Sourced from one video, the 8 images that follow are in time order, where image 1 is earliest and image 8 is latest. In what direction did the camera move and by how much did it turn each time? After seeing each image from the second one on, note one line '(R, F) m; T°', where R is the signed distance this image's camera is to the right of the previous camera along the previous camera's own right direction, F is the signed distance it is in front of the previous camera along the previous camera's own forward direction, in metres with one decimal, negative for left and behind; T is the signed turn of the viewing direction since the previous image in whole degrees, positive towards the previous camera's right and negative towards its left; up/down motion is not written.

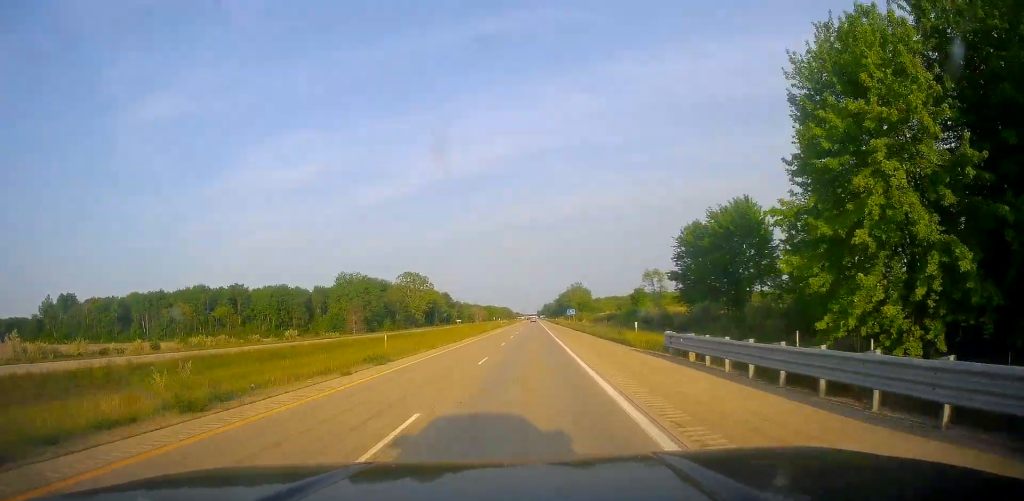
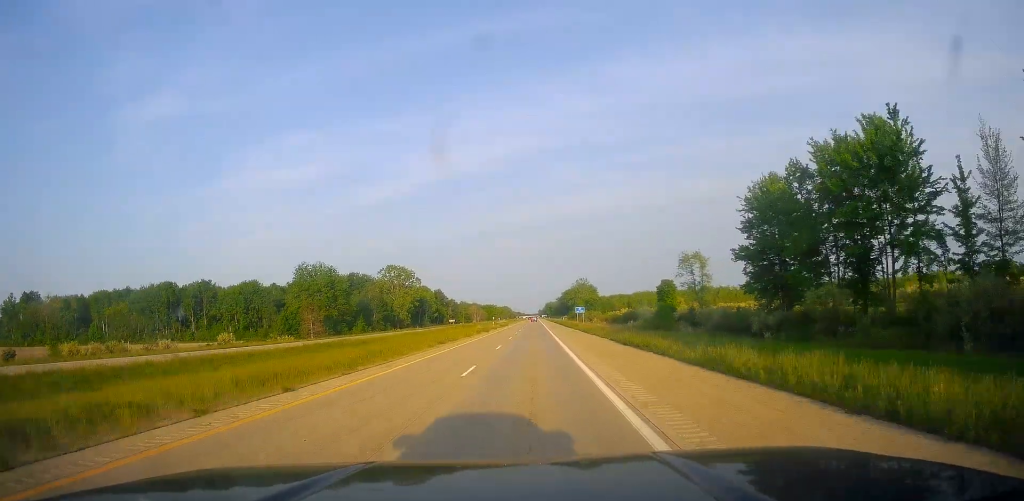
(-0.7, +34.8) m; -1°
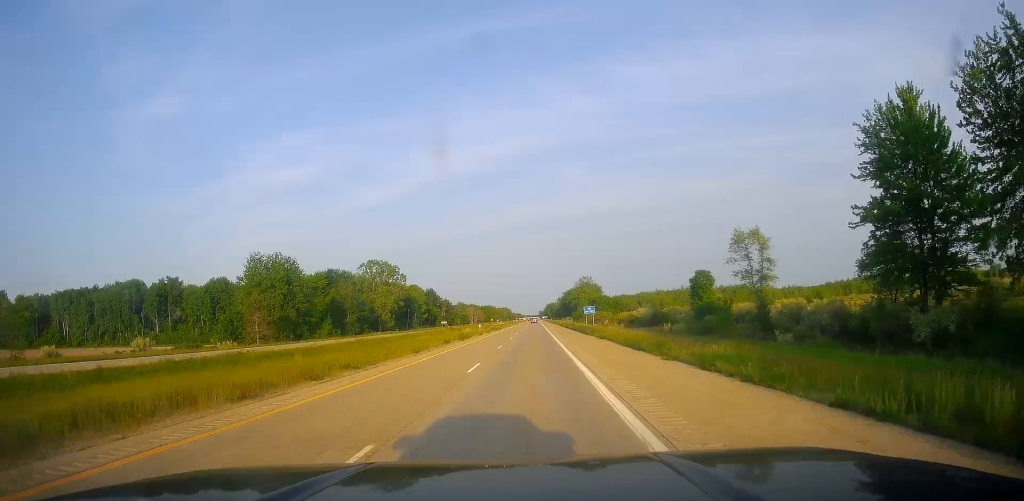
(+0.1, +28.7) m; 0°
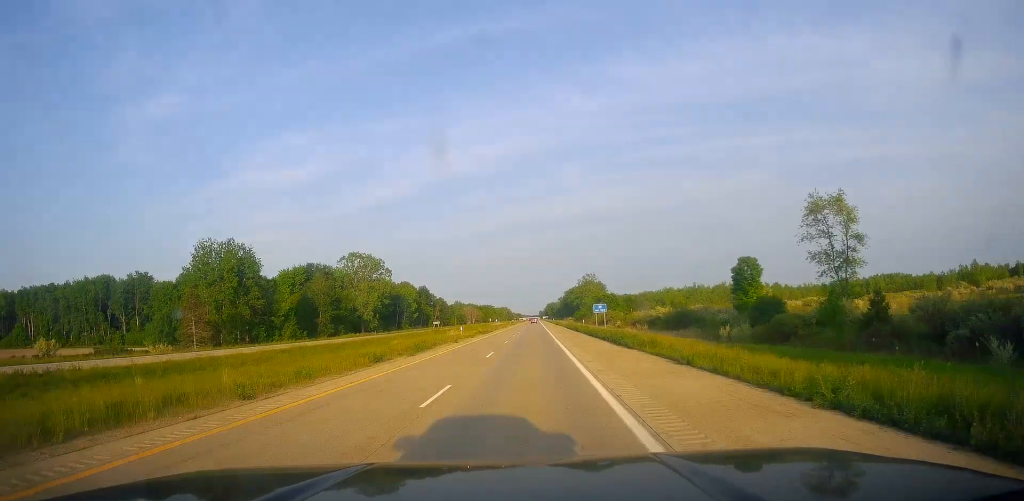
(+0.1, +22.7) m; 0°
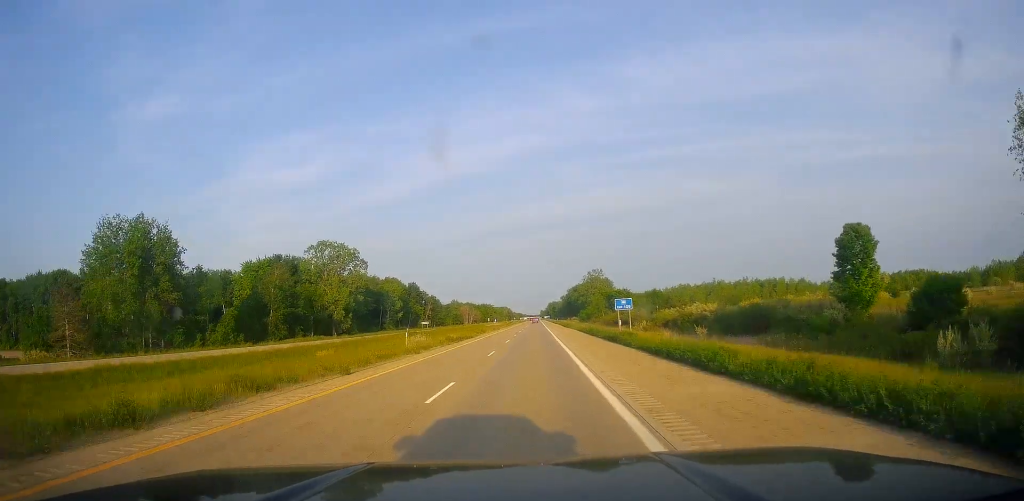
(+0.1, +29.9) m; 0°
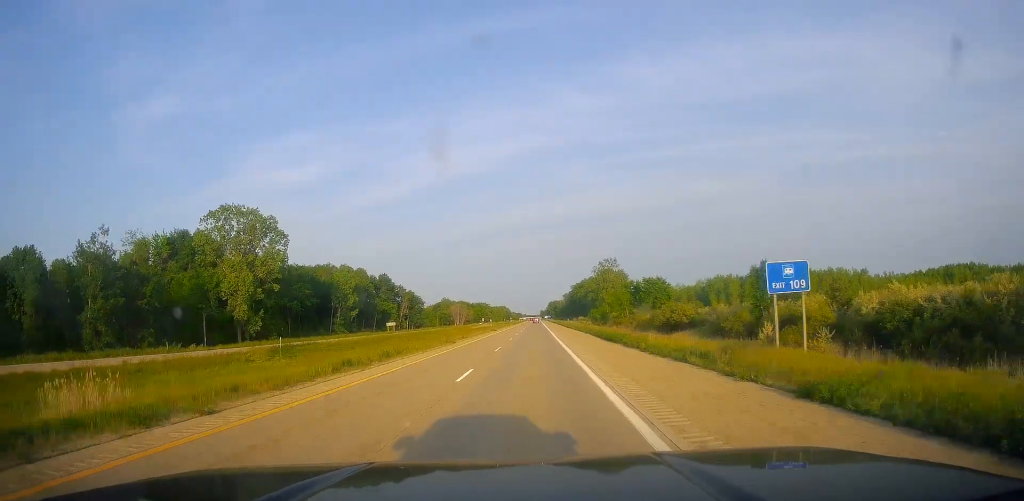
(+0.2, +56.3) m; +1°
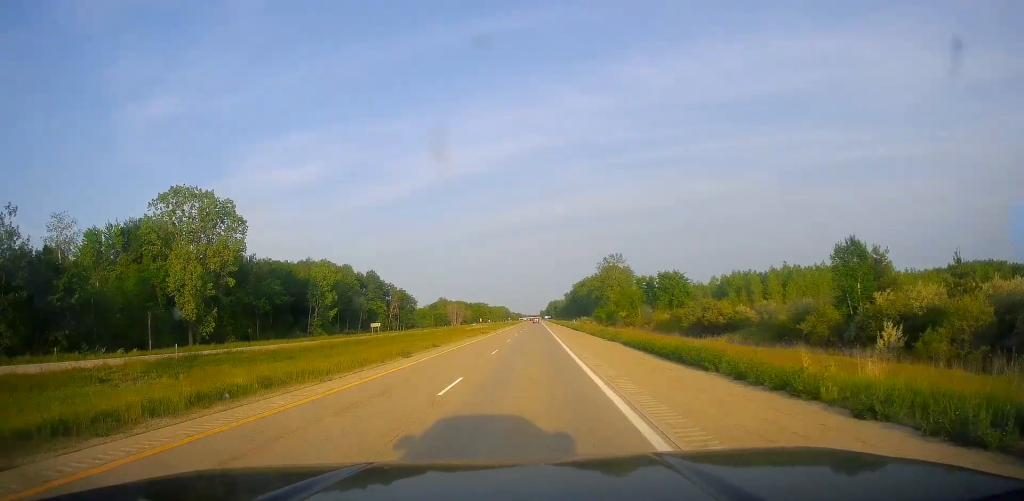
(0.0, +17.9) m; 0°
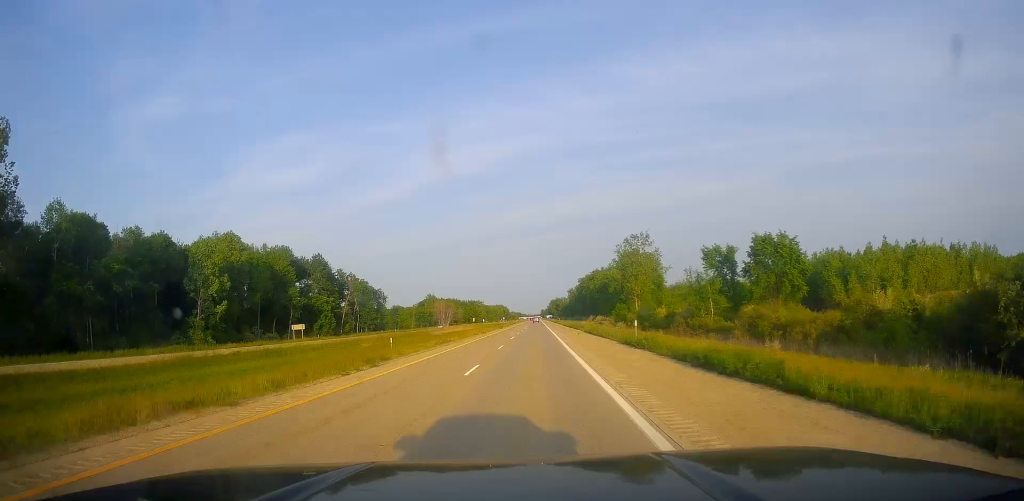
(-1.0, +56.1) m; -1°
